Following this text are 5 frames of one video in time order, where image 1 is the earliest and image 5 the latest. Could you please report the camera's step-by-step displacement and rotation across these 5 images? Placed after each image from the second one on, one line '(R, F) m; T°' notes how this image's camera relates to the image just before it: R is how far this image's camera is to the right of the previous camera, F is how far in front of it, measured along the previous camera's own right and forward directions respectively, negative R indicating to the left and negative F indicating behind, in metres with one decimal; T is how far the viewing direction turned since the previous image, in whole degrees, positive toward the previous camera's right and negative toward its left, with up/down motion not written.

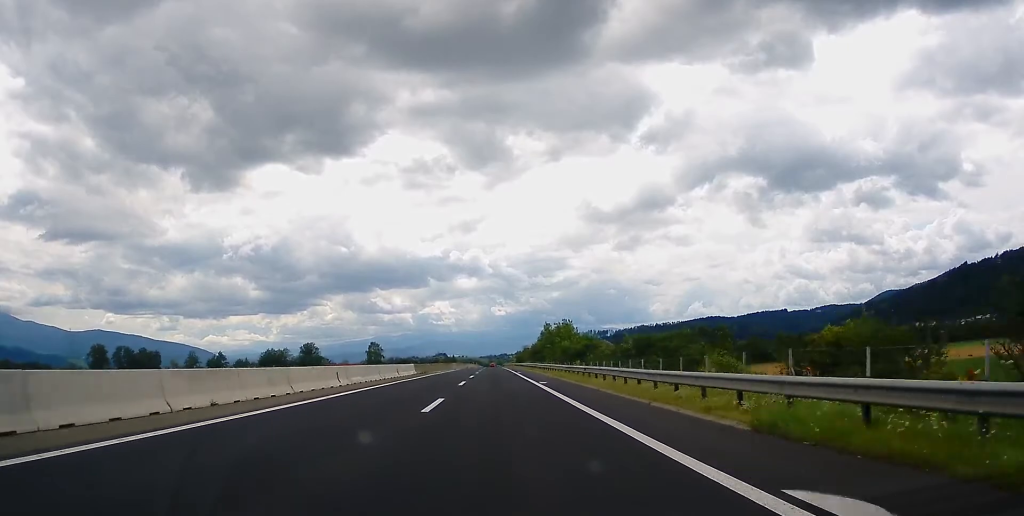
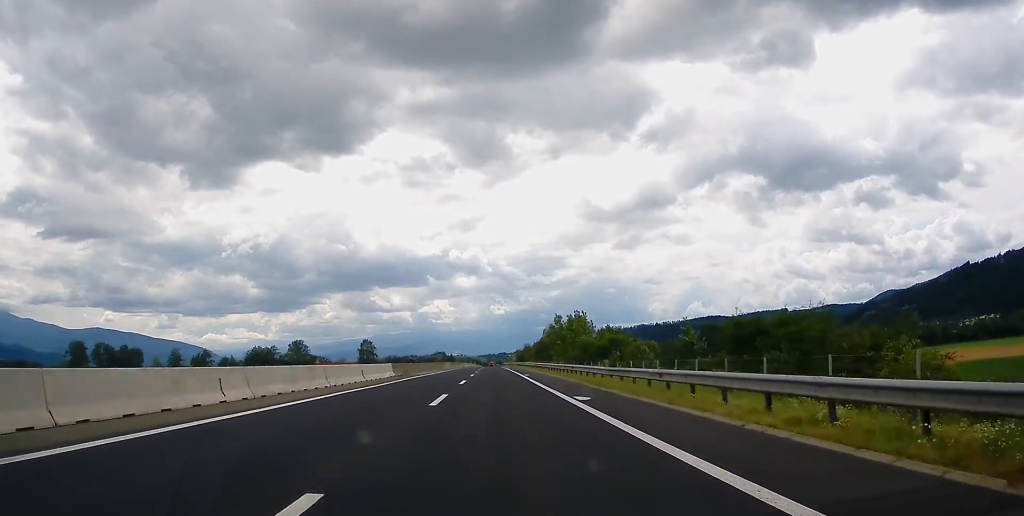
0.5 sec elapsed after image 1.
(-0.1, +17.3) m; 0°
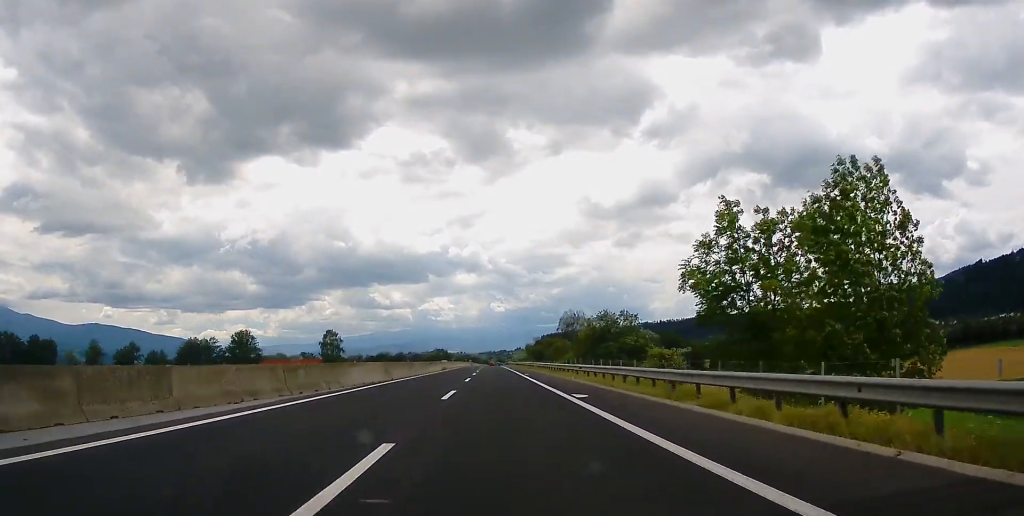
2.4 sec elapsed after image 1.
(+0.6, +68.8) m; 0°
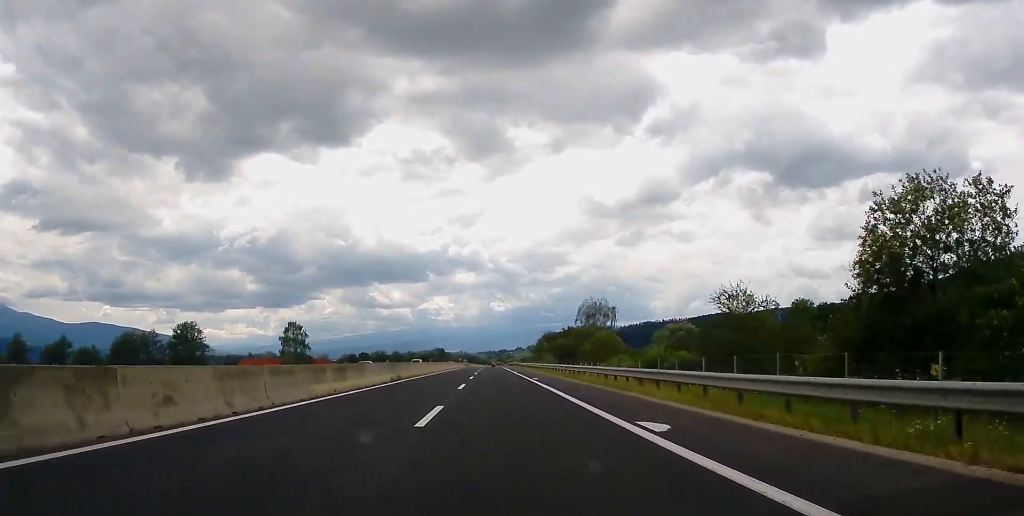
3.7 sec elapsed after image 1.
(-0.1, +45.5) m; 0°
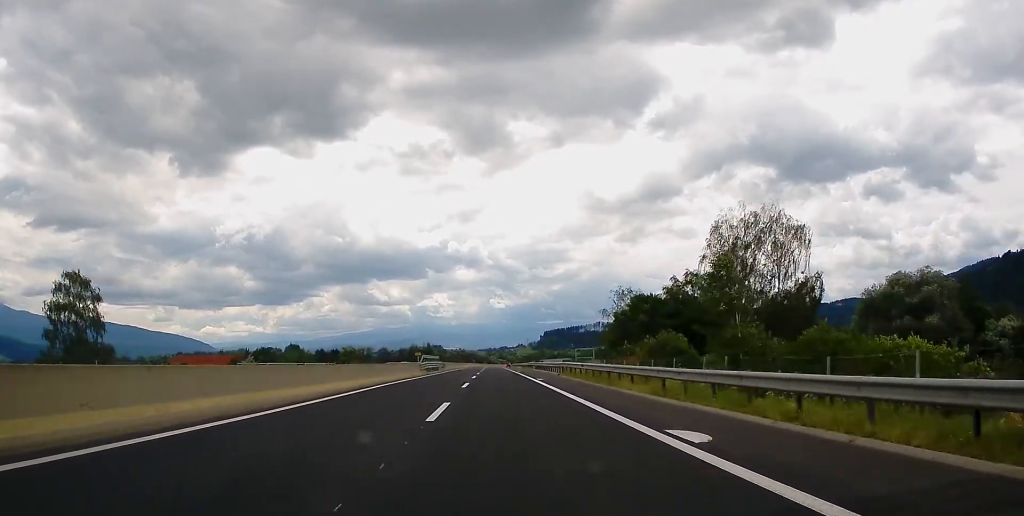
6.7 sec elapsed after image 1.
(+0.8, +106.5) m; 0°
